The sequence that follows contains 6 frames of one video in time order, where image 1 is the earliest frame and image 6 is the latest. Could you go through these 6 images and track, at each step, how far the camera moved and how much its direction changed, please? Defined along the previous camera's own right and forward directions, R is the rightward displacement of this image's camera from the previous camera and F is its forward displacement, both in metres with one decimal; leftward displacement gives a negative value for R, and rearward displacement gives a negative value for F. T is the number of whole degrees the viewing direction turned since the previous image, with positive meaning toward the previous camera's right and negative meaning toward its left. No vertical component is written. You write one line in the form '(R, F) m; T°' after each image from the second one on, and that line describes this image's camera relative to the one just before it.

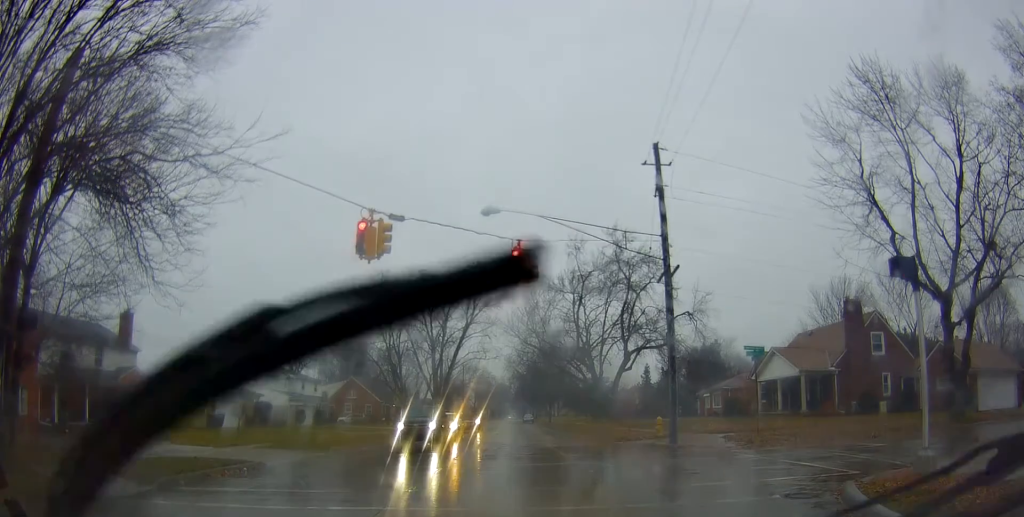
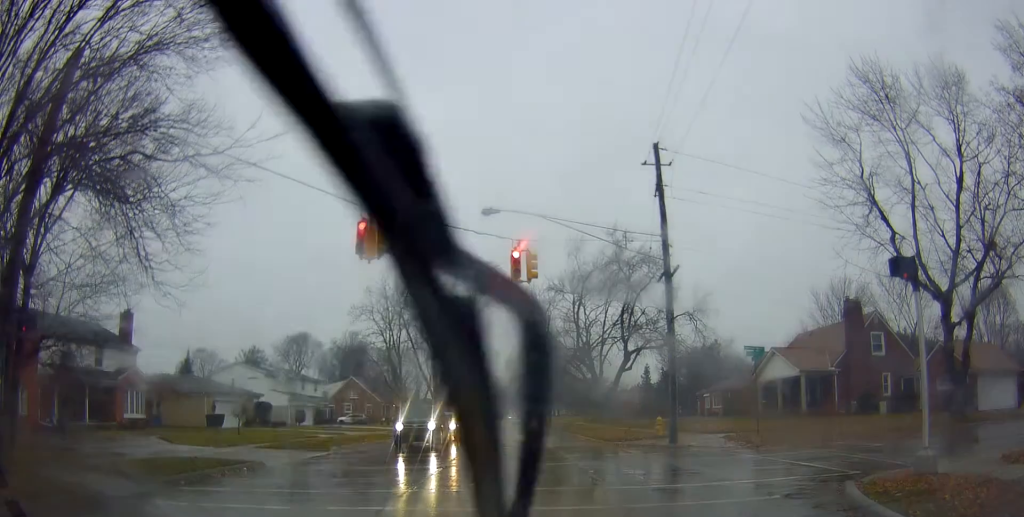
(+0.1, +0.4) m; 0°
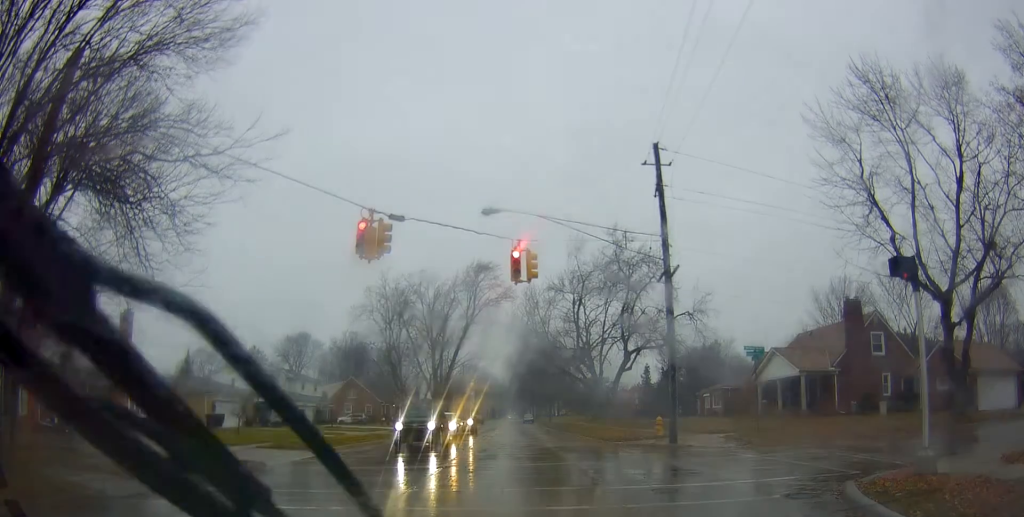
(0.0, +0.2) m; 0°
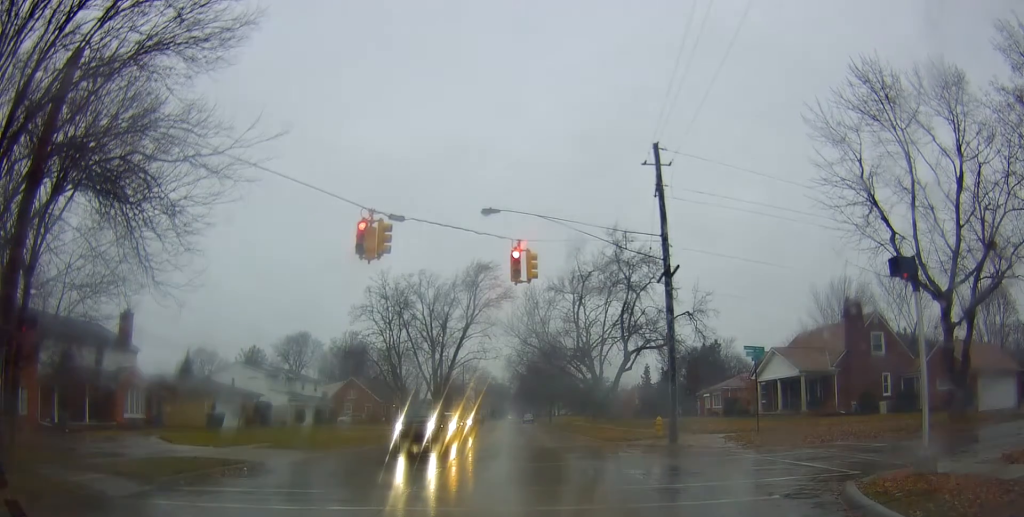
(0.0, 0.0) m; 0°
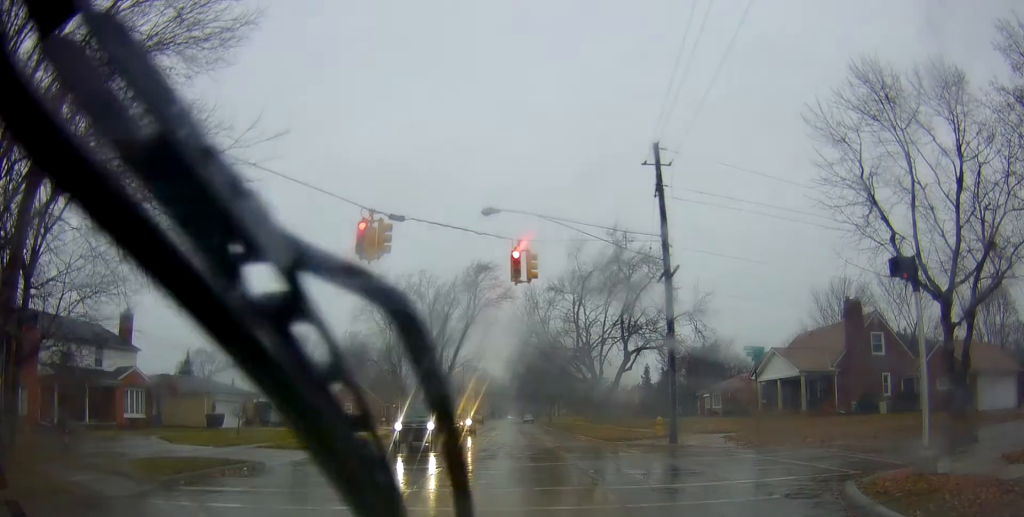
(0.0, 0.0) m; 0°
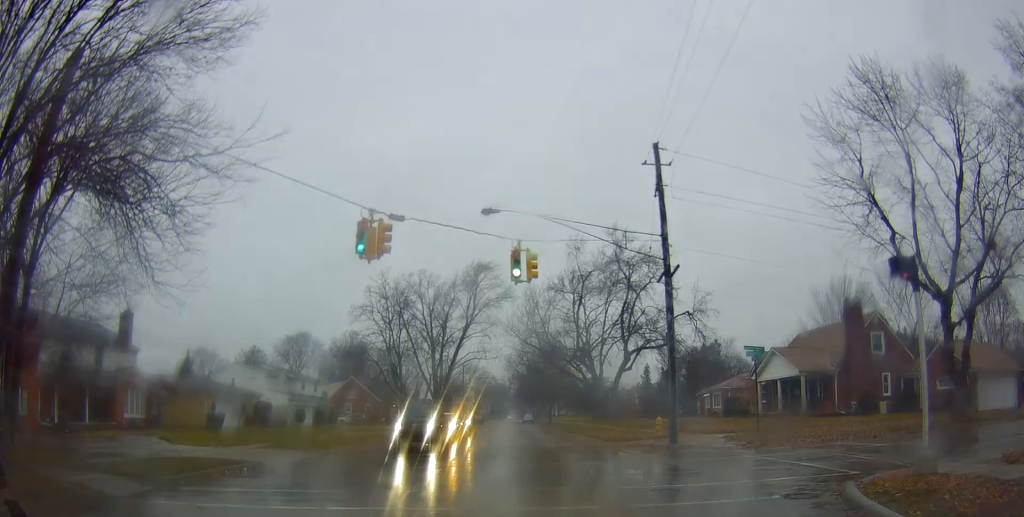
(0.0, 0.0) m; 0°
